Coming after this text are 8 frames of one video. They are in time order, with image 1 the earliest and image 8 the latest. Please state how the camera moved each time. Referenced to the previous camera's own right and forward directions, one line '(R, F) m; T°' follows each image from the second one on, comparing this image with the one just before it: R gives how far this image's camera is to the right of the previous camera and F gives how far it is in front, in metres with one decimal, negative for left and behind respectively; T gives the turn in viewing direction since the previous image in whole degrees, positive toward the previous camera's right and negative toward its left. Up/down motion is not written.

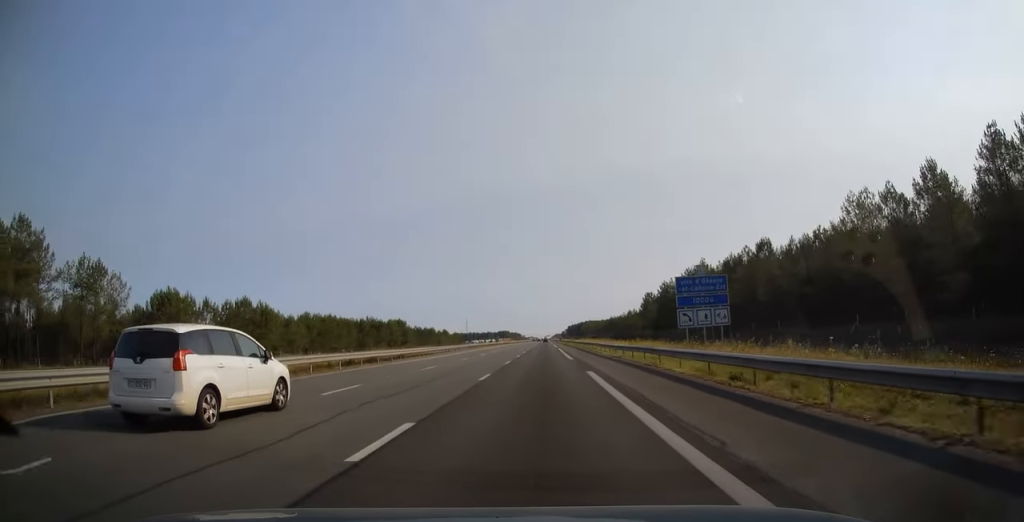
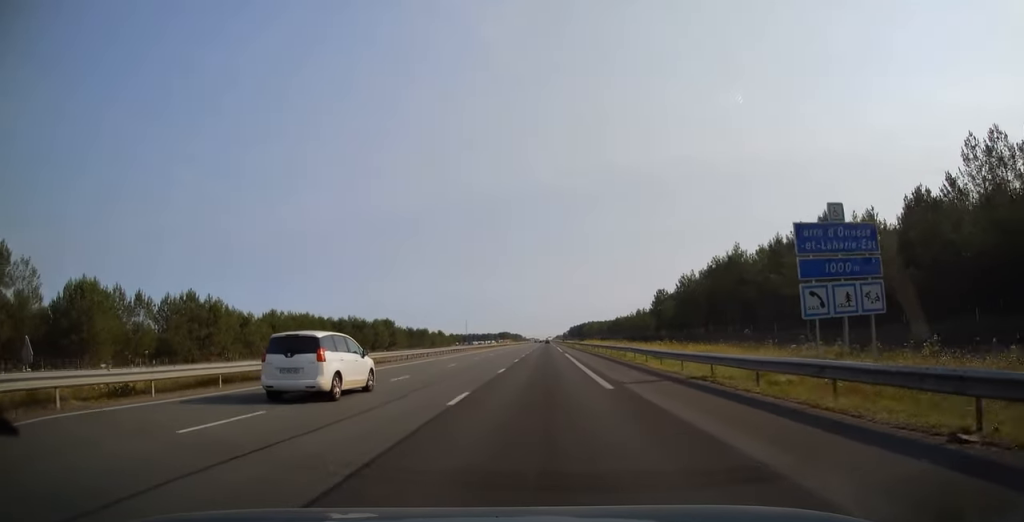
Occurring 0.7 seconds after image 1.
(0.0, +20.0) m; 0°
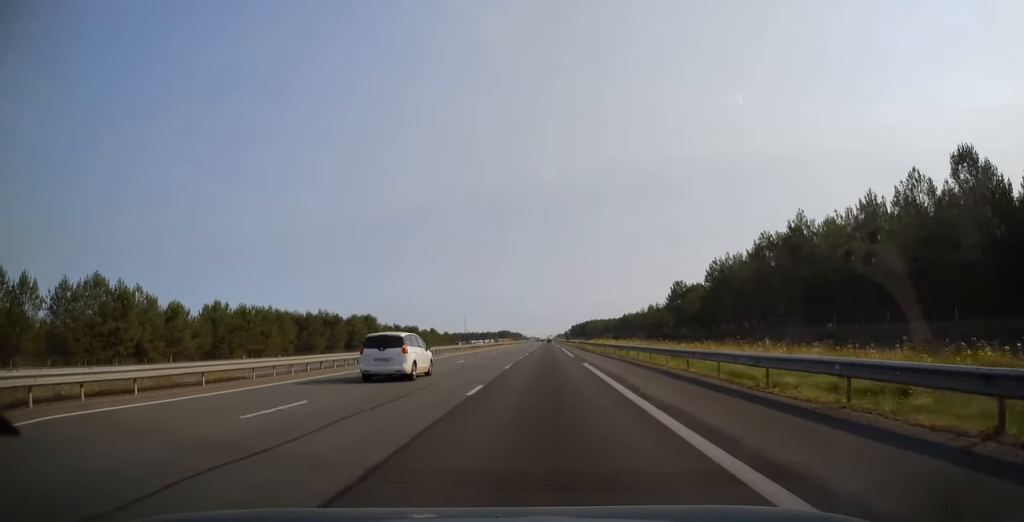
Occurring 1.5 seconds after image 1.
(0.0, +24.4) m; 0°
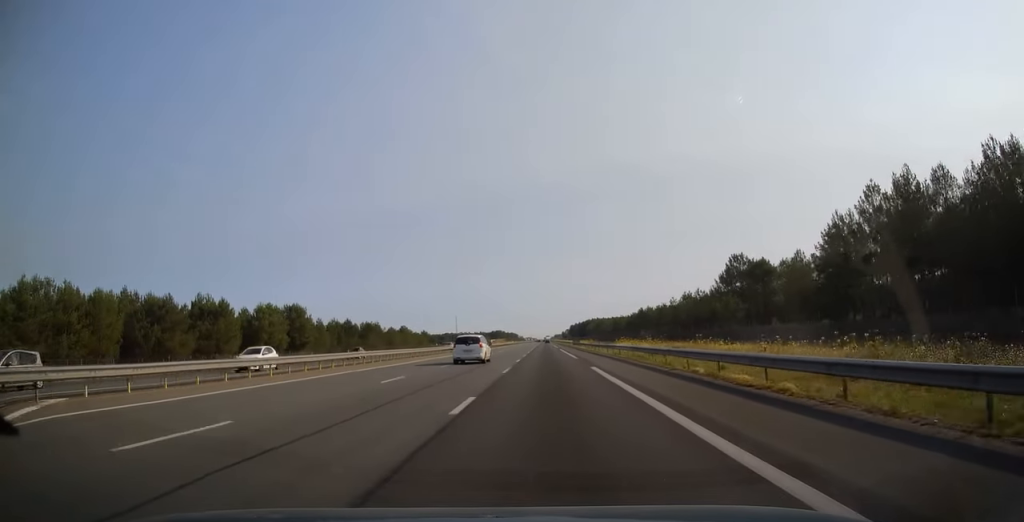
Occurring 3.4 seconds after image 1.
(+0.1, +55.9) m; 0°
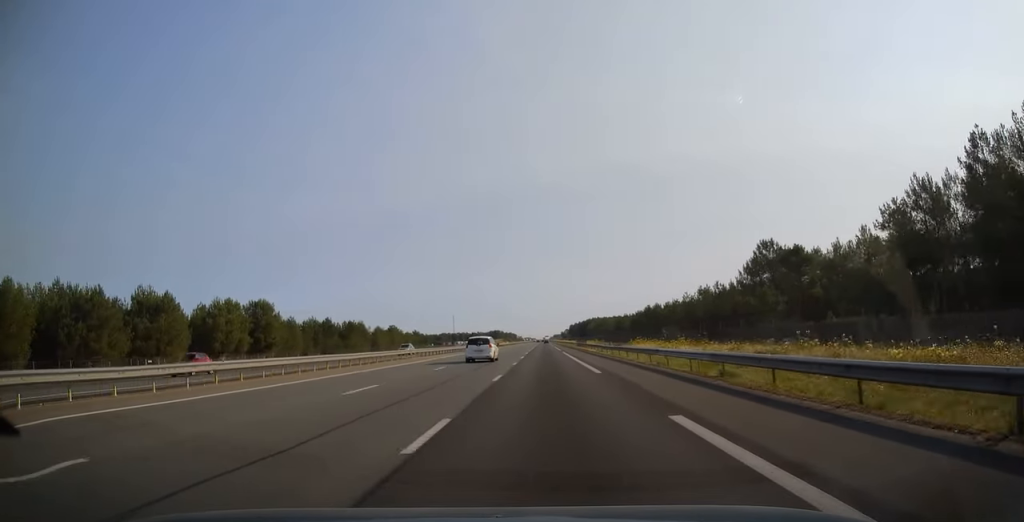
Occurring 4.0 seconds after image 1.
(0.0, +16.7) m; 0°
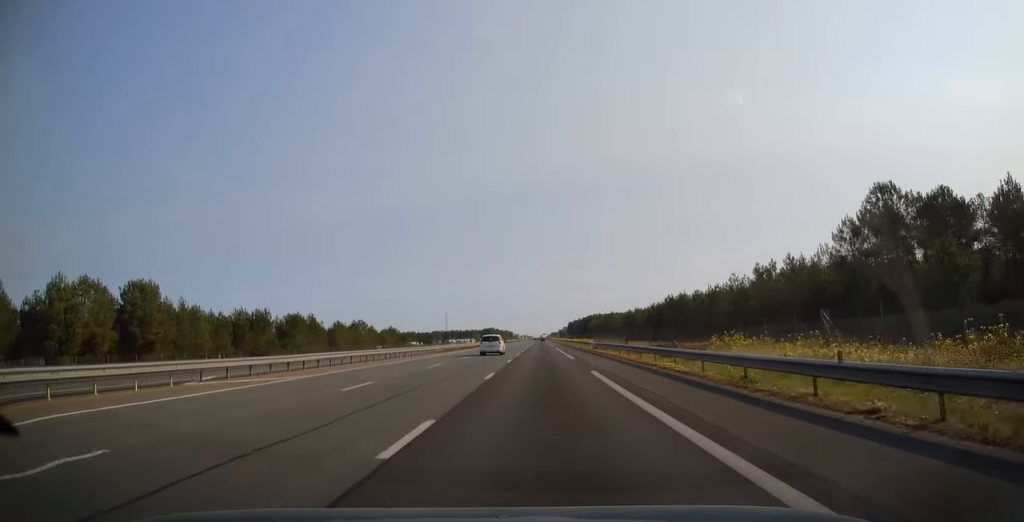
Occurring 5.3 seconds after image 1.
(+0.2, +38.8) m; 0°
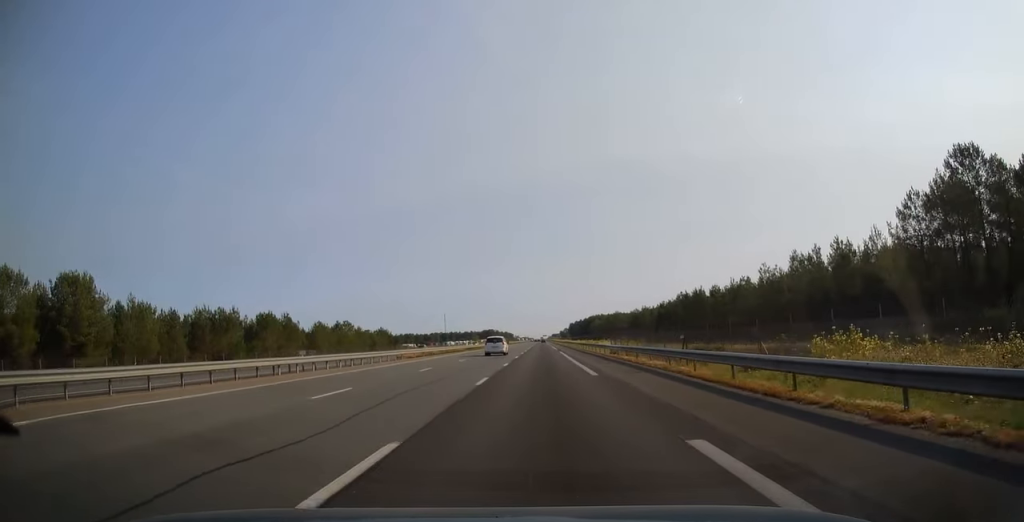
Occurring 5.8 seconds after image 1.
(0.0, +15.2) m; 0°
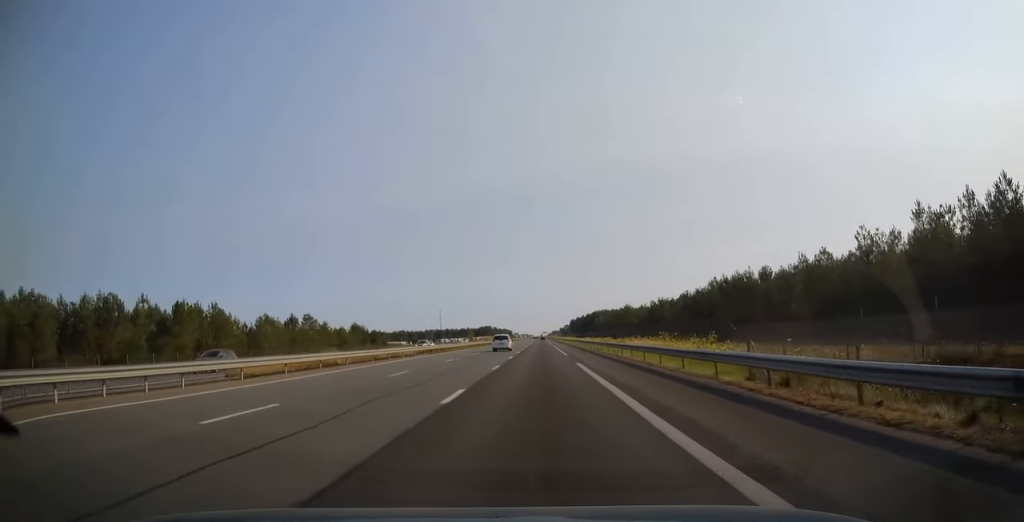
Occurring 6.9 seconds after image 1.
(0.0, +30.9) m; 0°
